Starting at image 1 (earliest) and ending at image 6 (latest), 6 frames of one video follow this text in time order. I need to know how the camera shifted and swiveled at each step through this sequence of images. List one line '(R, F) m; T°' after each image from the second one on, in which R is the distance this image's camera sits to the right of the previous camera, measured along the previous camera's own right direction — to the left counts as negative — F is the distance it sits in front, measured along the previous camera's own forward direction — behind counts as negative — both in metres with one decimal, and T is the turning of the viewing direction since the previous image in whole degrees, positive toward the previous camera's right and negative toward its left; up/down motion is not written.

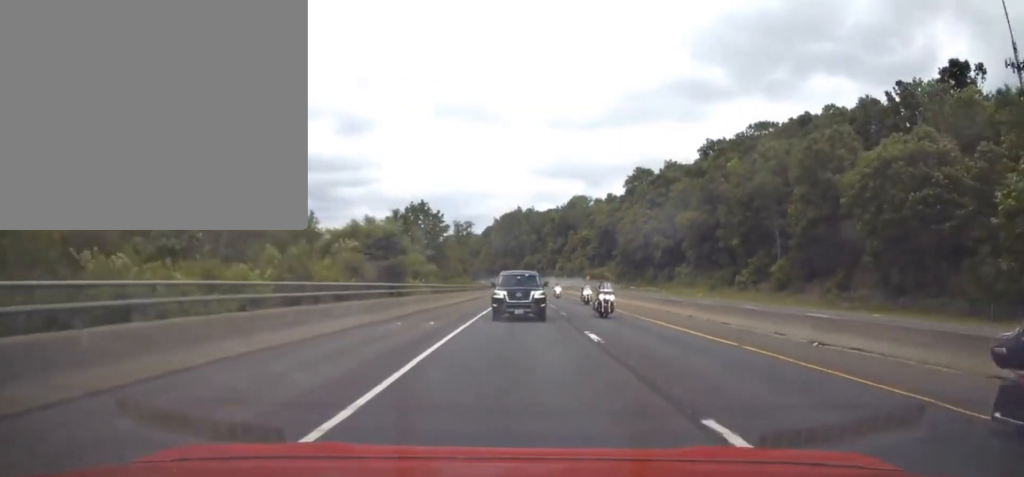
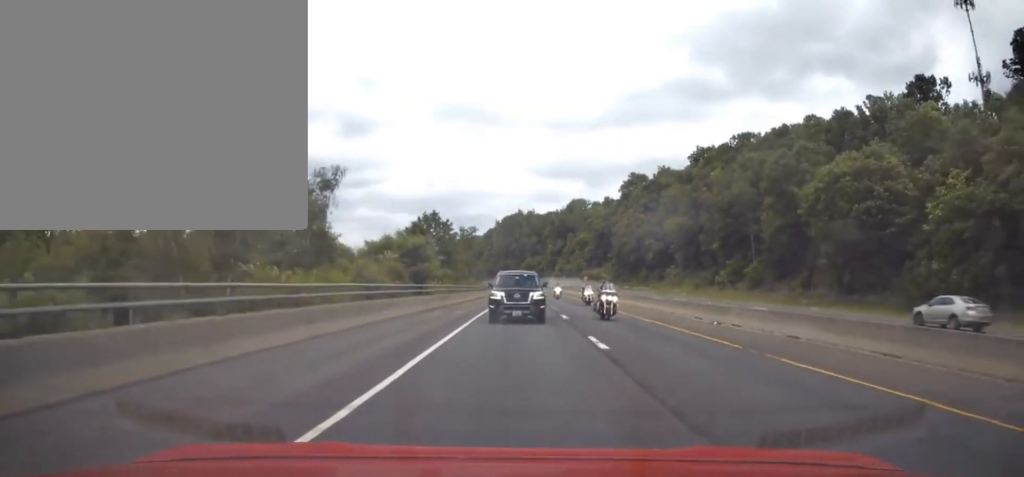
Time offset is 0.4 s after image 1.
(0.0, +11.3) m; 0°
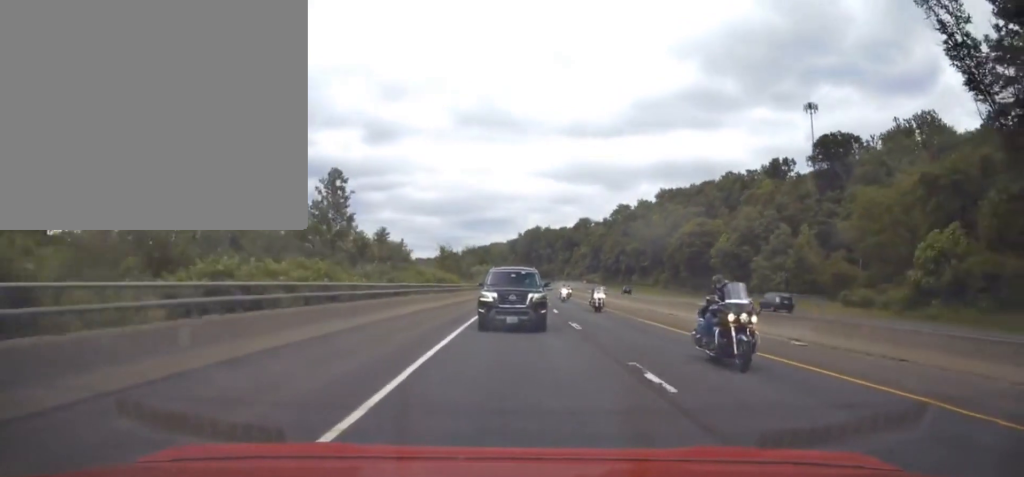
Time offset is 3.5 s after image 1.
(-1.7, +79.6) m; -3°
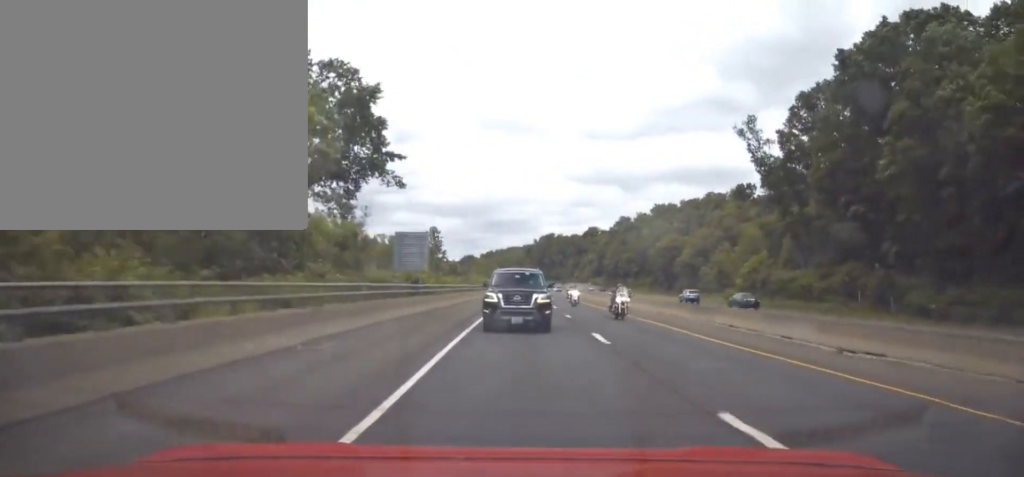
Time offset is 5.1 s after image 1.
(-0.7, +43.9) m; -1°
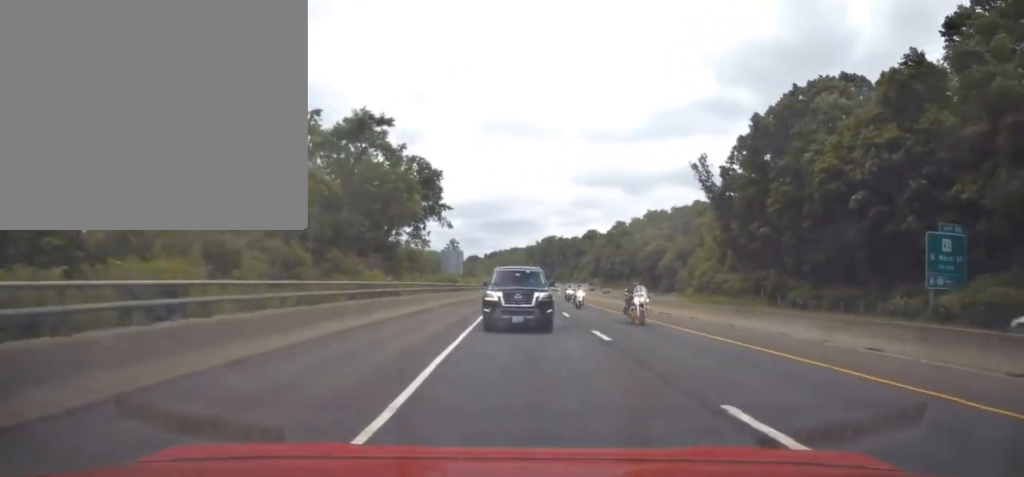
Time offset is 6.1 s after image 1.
(0.0, +24.8) m; 0°
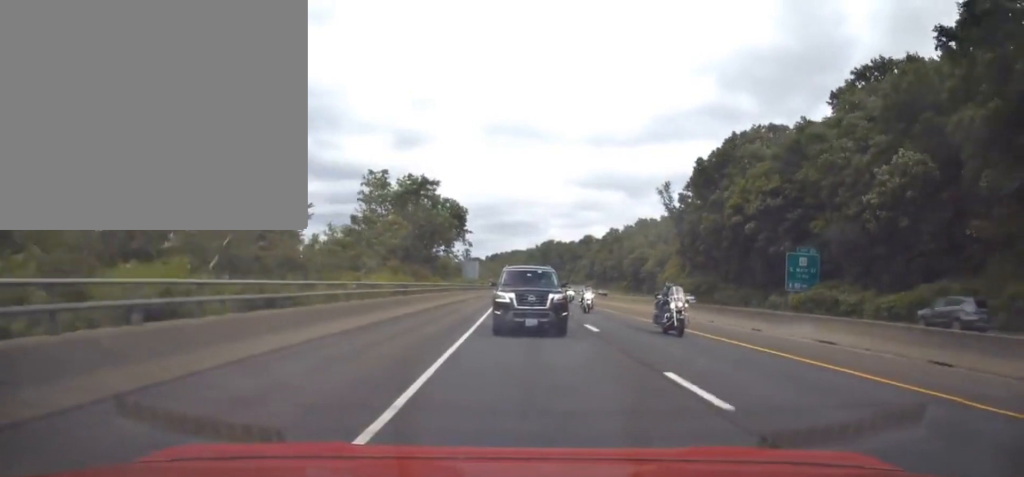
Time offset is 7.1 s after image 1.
(-0.2, +28.5) m; 0°
